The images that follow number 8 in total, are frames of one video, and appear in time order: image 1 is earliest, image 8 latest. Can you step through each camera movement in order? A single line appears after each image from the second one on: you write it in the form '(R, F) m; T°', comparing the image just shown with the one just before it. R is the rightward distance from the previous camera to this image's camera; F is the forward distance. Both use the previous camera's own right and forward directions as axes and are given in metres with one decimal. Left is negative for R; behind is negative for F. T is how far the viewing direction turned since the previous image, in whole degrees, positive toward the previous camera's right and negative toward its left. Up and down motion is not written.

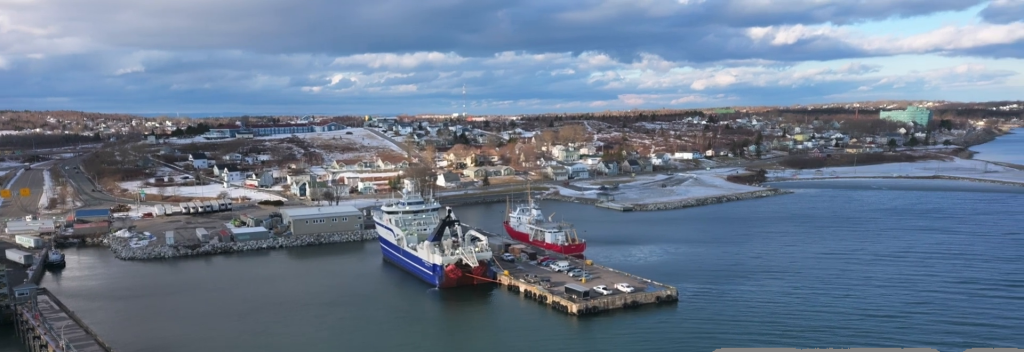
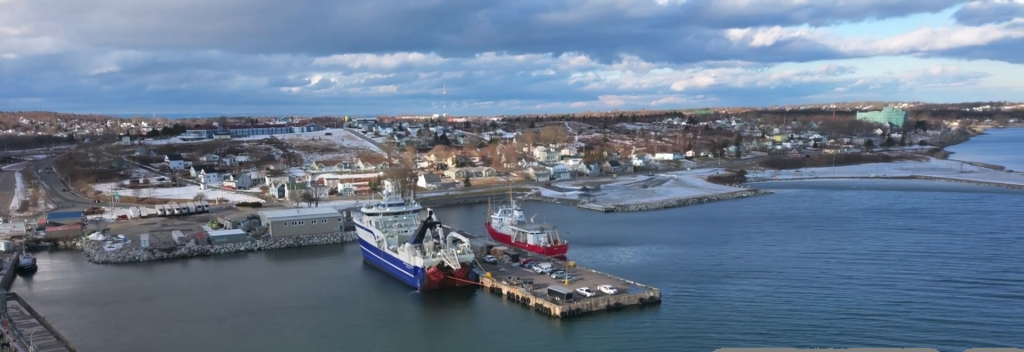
(0.0, +2.2) m; +1°
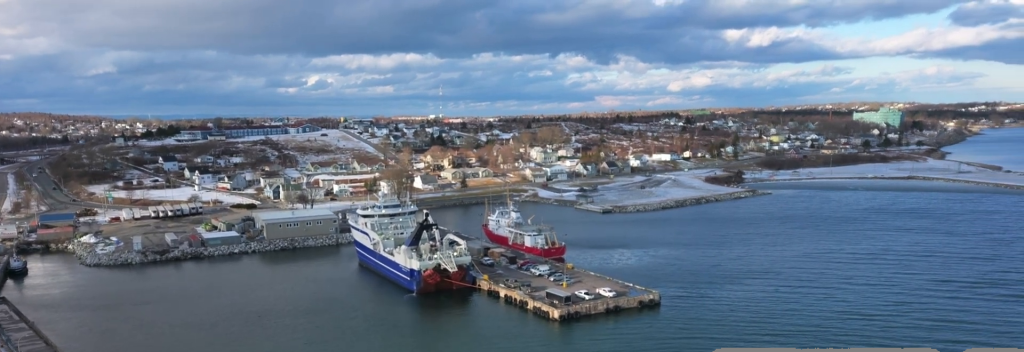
(0.0, +3.0) m; 0°
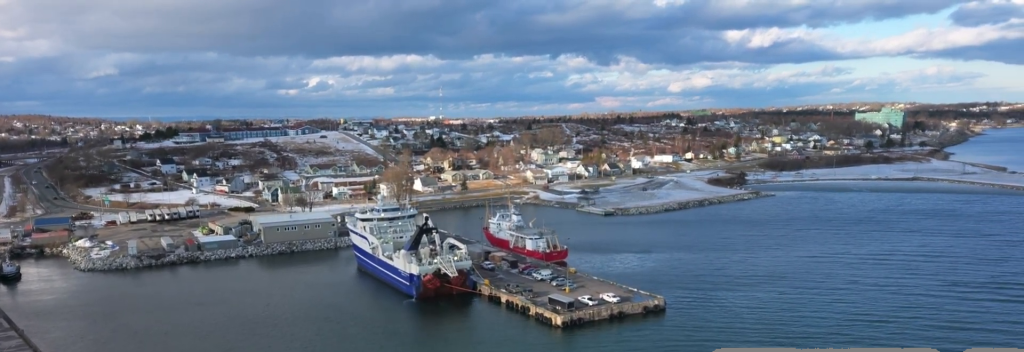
(0.0, +4.6) m; -1°
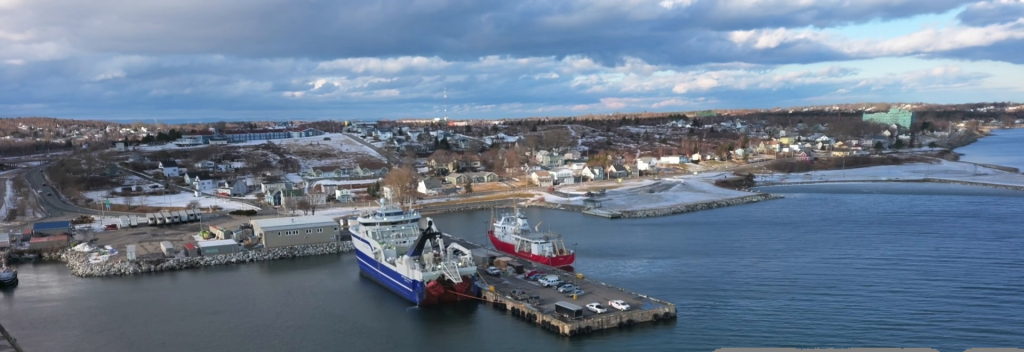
(0.0, +5.7) m; +1°
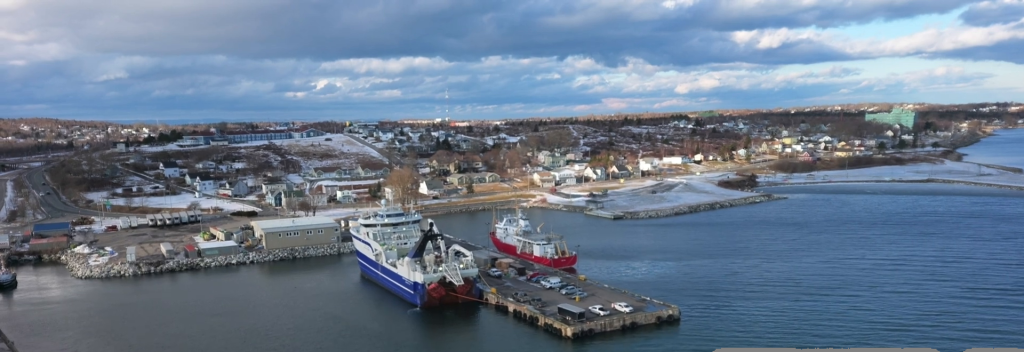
(0.0, +1.9) m; 0°
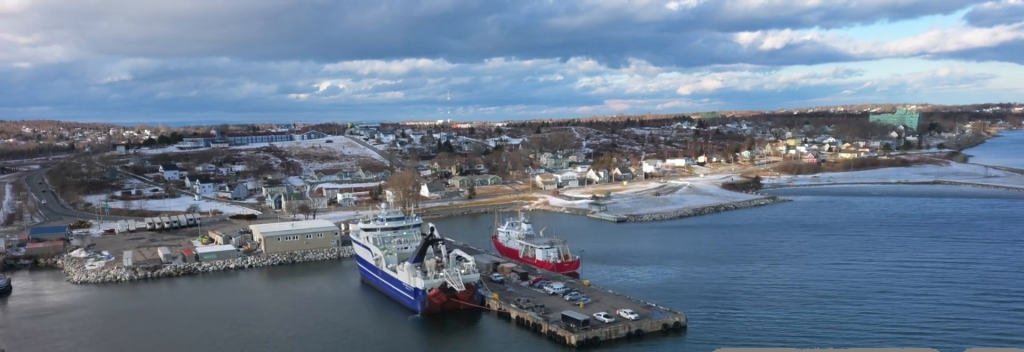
(0.0, +4.3) m; 0°
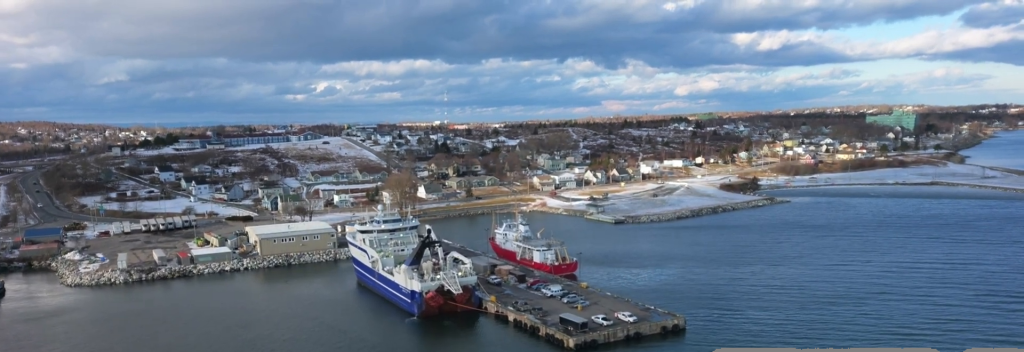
(0.0, +1.4) m; -1°
